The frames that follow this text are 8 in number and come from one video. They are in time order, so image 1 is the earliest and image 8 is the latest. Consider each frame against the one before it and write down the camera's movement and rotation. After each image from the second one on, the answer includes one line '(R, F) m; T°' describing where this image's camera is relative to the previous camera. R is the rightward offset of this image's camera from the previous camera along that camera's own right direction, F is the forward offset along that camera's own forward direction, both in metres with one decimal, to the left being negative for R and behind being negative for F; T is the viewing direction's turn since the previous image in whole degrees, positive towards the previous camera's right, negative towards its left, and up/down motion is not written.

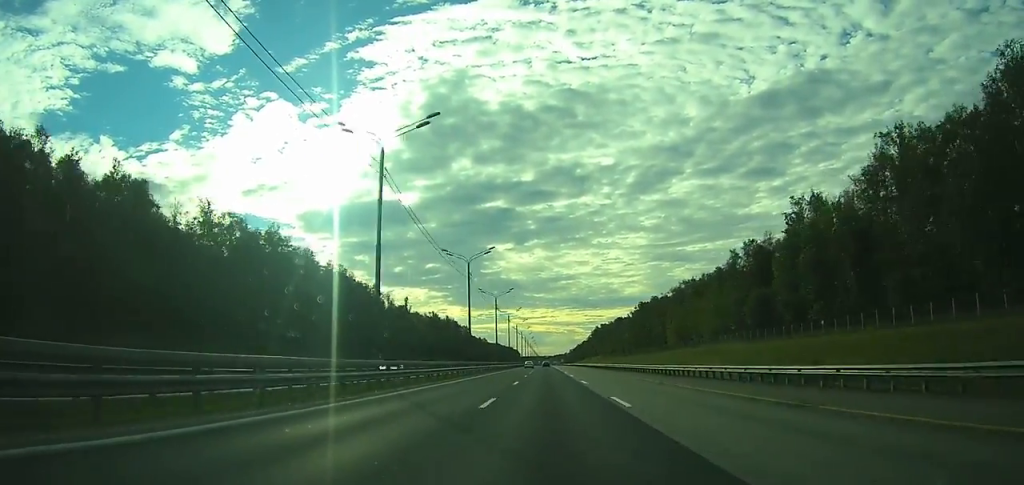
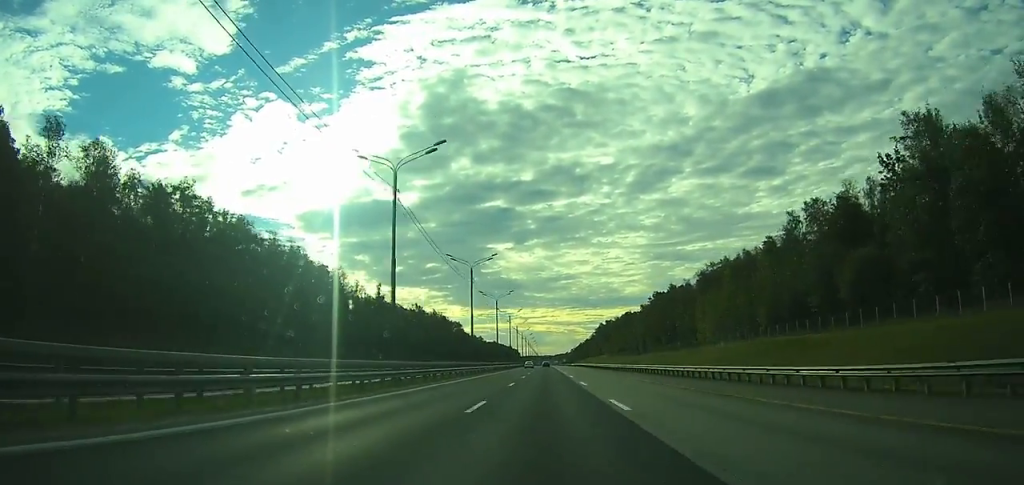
(+0.1, +34.1) m; 0°
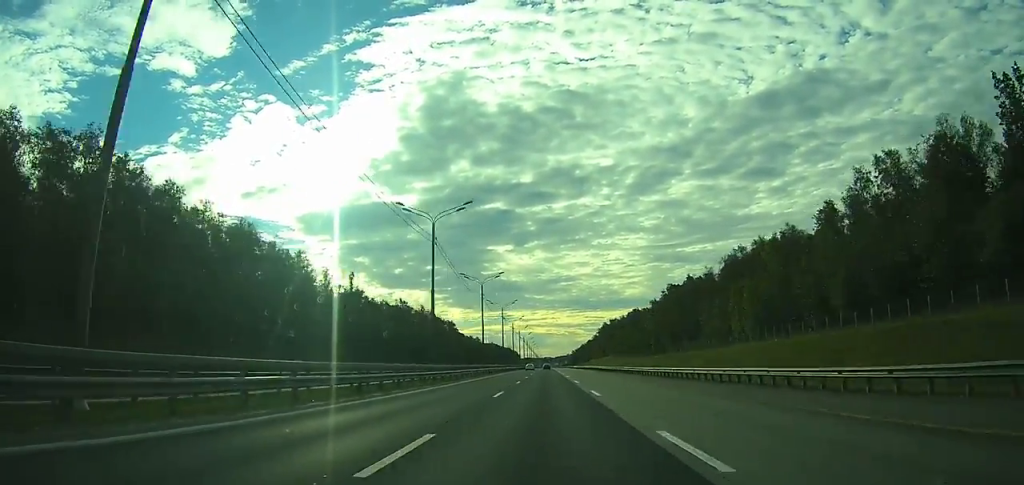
(0.0, +24.1) m; 0°
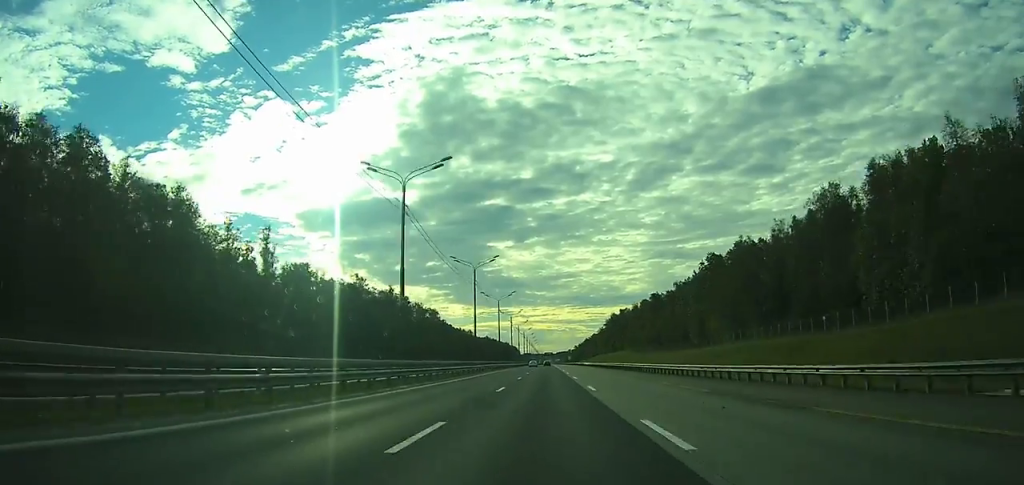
(-0.1, +45.5) m; 0°
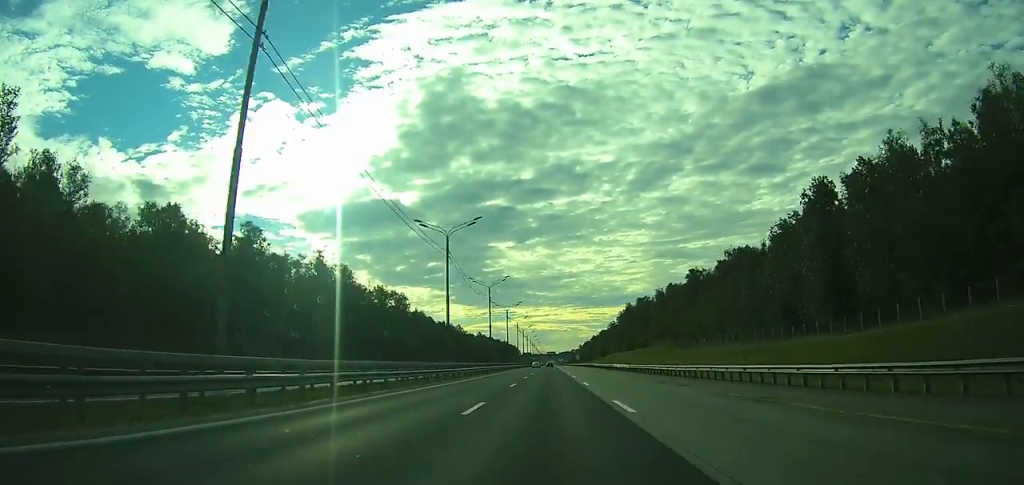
(-0.1, +55.8) m; 0°
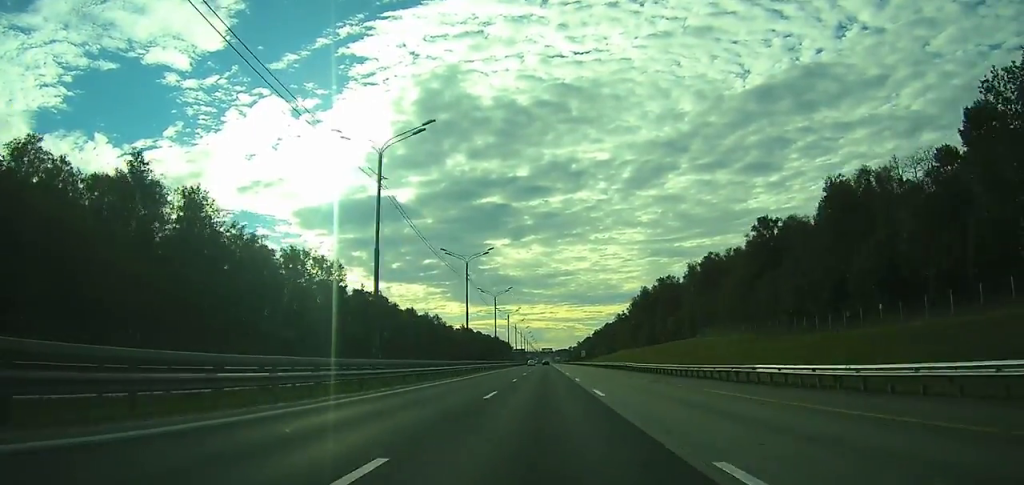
(0.0, +58.7) m; 0°
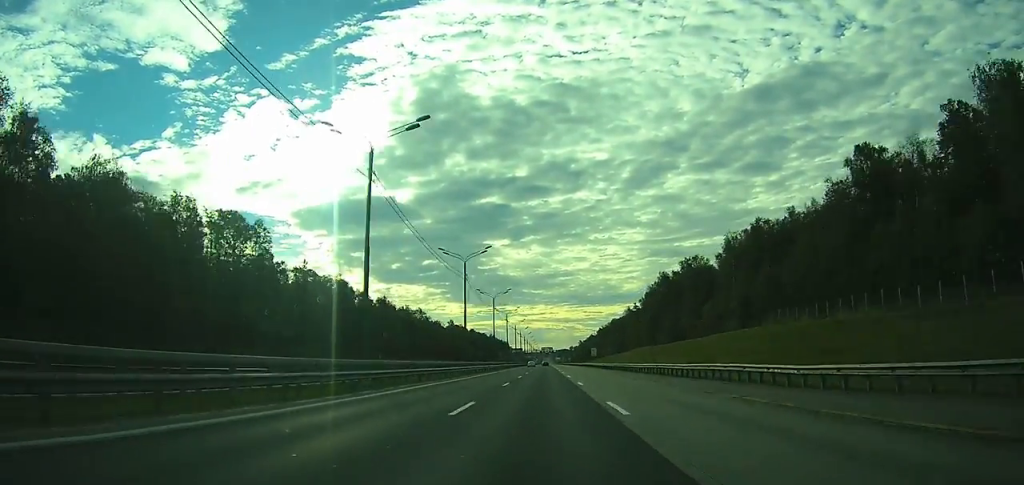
(0.0, +39.3) m; 0°
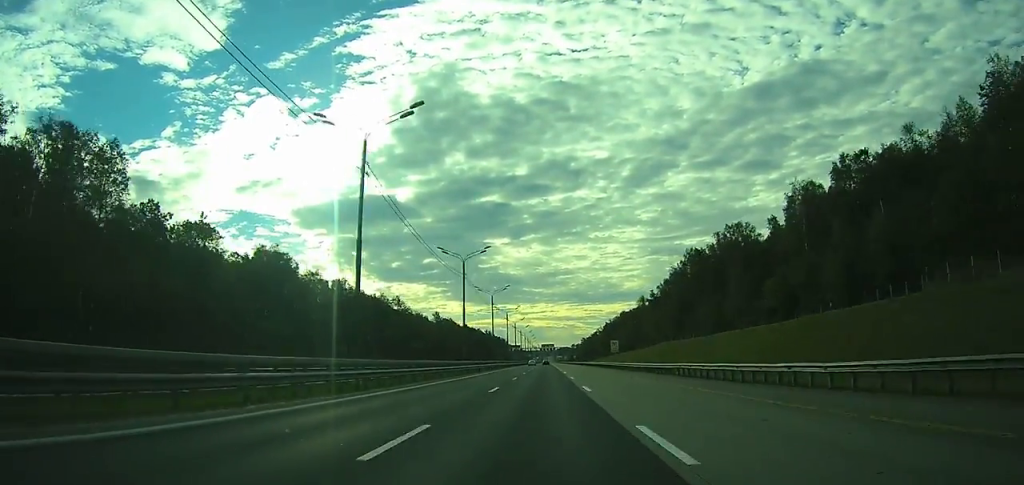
(0.0, +39.3) m; 0°
